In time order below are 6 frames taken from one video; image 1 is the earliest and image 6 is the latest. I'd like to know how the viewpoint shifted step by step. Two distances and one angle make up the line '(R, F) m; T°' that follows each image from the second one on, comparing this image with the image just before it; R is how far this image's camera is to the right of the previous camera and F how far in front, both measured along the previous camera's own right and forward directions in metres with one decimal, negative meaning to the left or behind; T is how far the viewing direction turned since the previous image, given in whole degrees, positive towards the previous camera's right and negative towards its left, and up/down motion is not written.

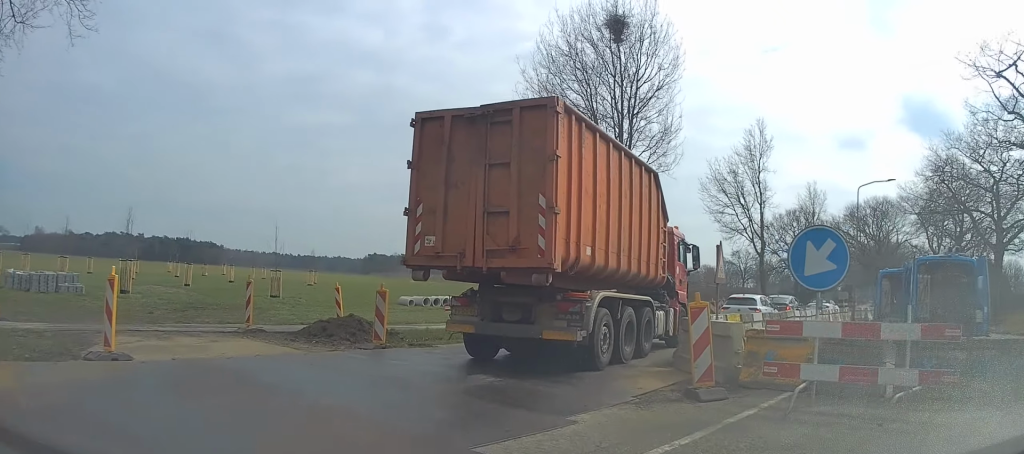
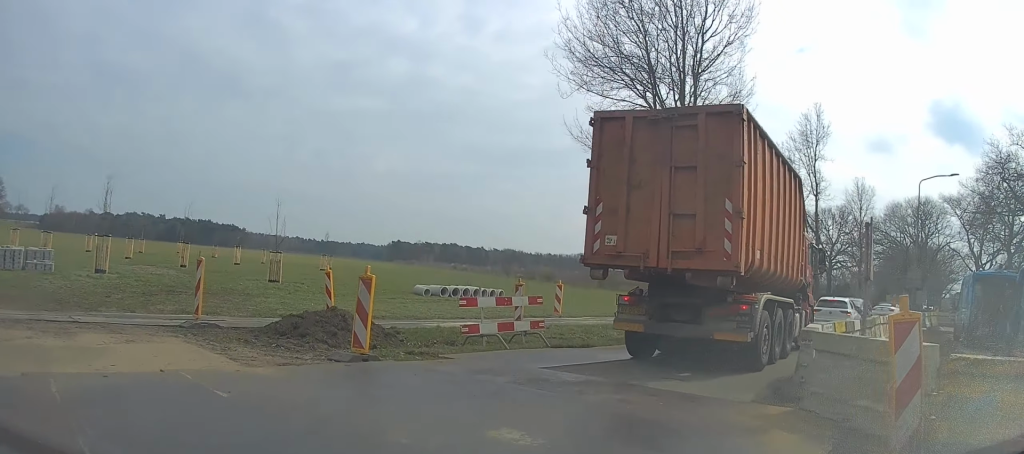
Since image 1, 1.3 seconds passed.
(-0.1, +3.5) m; -2°
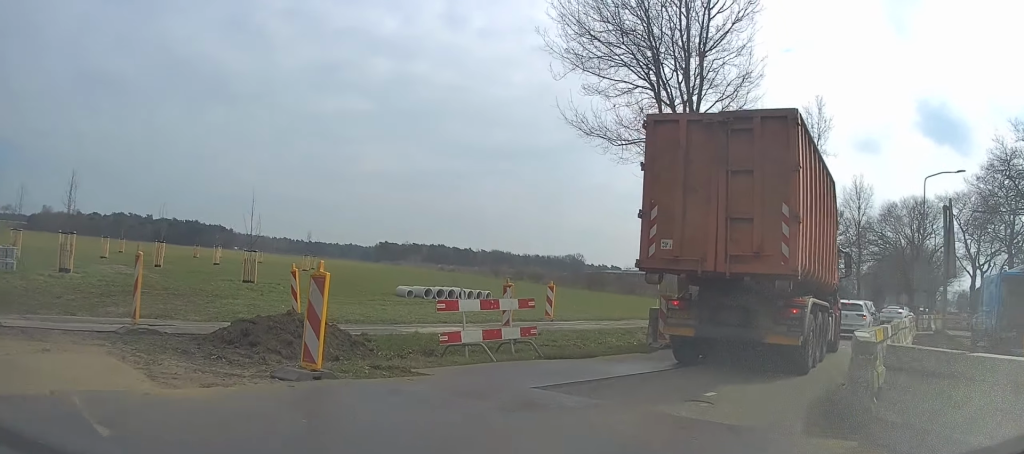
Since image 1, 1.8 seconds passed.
(+0.1, +1.7) m; +1°
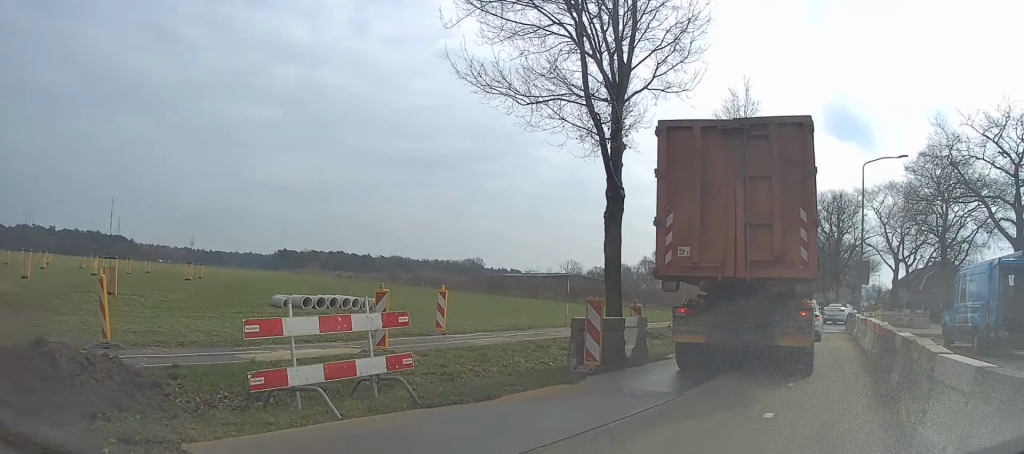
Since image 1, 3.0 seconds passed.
(0.0, +4.0) m; +11°
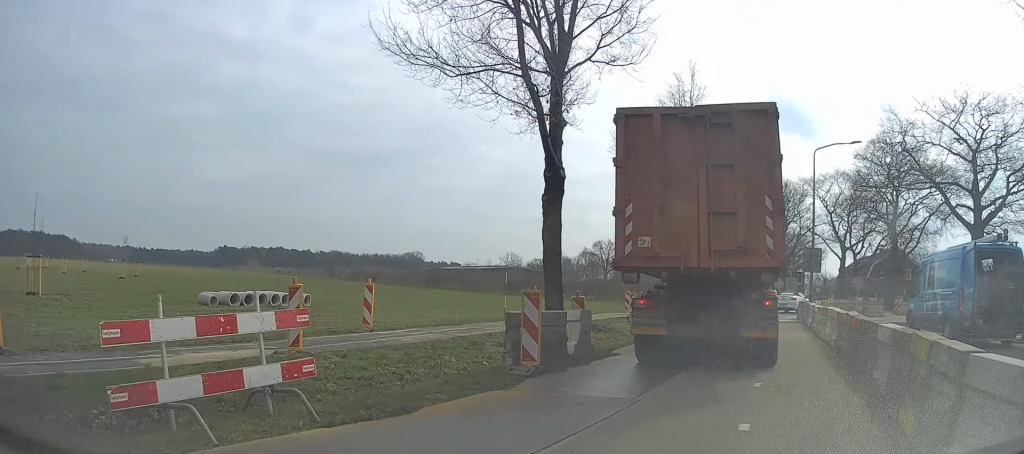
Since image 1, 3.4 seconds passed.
(+0.2, +1.4) m; +6°
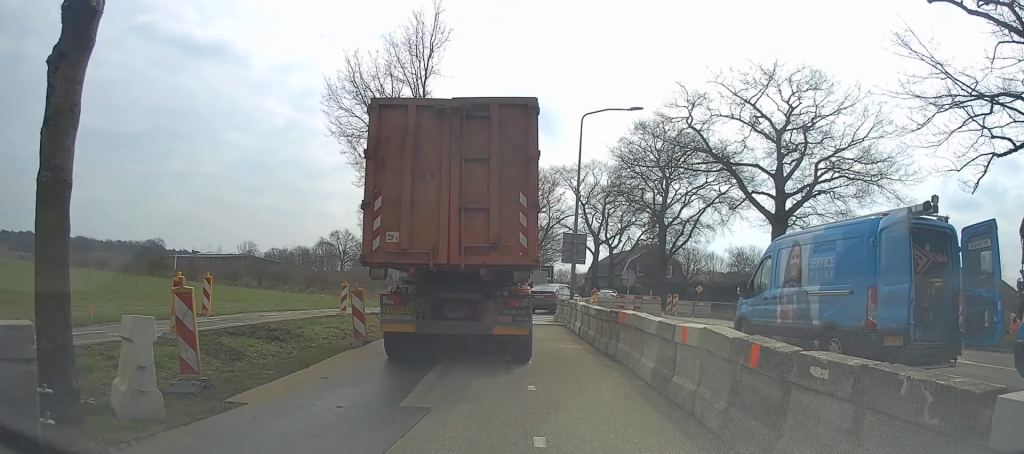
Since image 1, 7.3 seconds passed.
(+3.3, +8.5) m; +40°
